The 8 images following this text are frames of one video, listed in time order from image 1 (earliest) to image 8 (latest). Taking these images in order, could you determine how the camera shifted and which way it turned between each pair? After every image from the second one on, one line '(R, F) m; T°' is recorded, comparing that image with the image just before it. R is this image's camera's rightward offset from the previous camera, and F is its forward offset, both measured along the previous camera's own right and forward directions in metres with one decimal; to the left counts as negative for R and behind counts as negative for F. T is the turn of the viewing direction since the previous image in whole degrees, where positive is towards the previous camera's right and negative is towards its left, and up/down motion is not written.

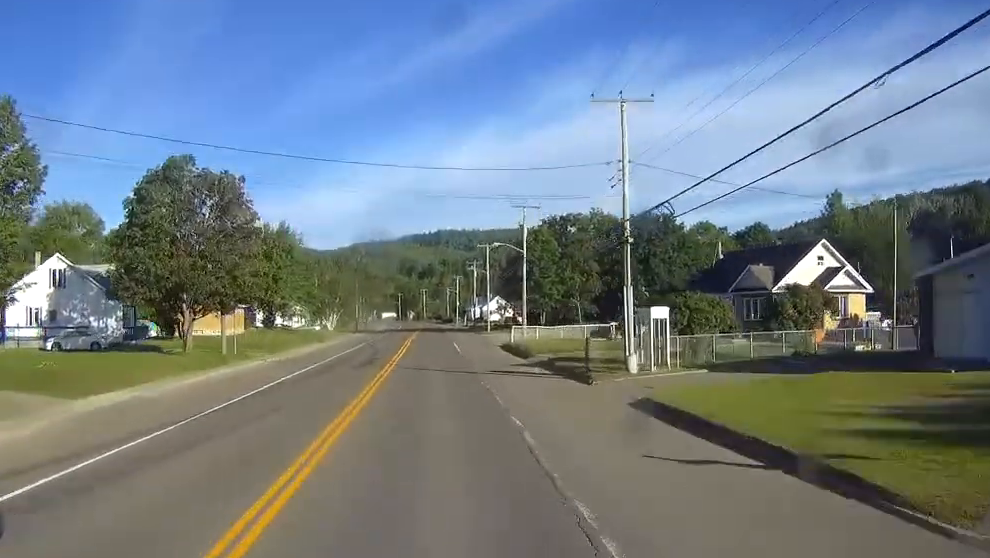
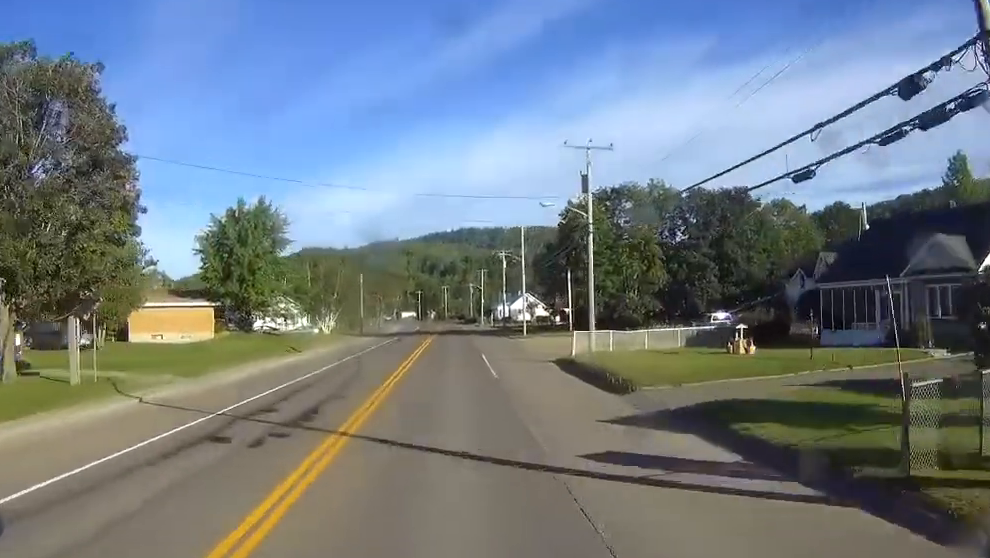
(-0.3, +22.1) m; -2°
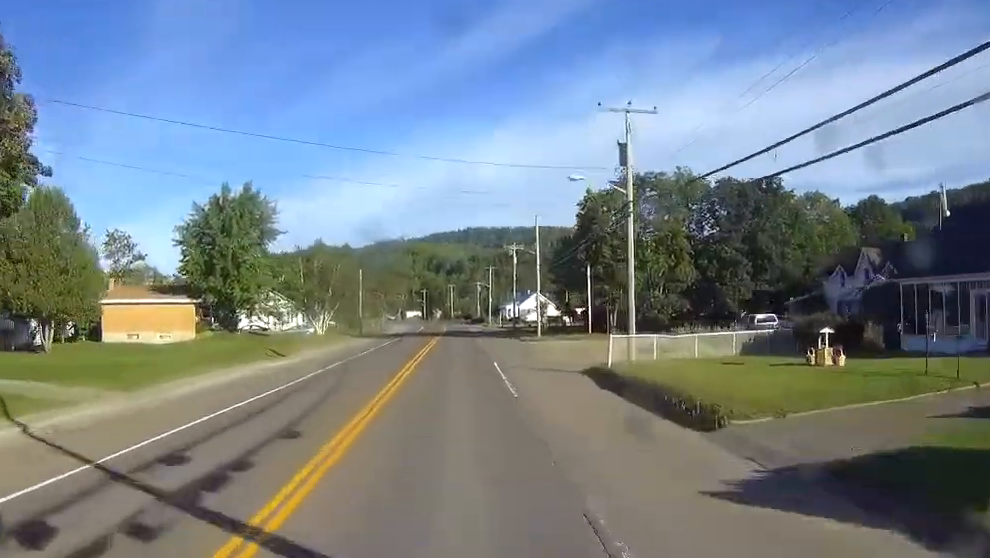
(0.0, +8.0) m; -1°
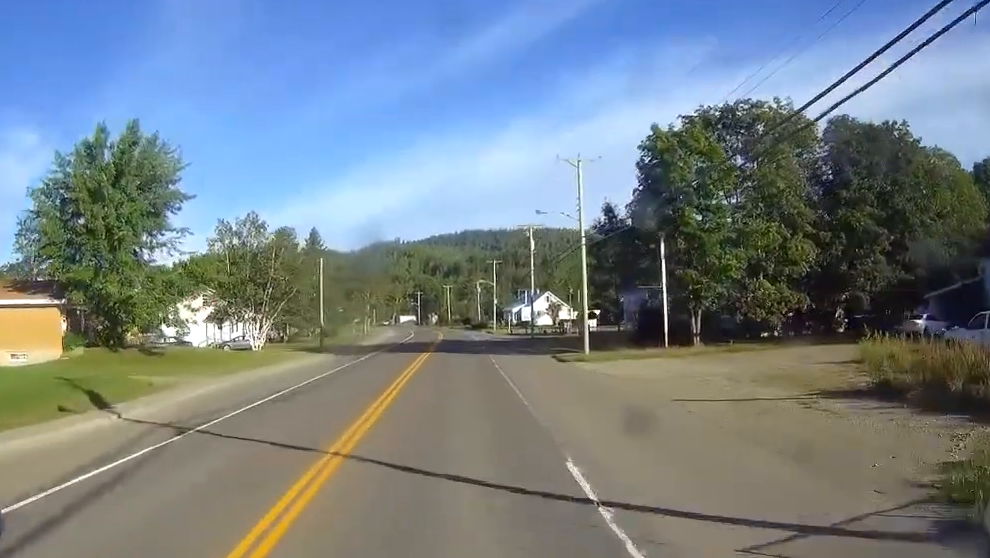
(-0.5, +26.8) m; -1°
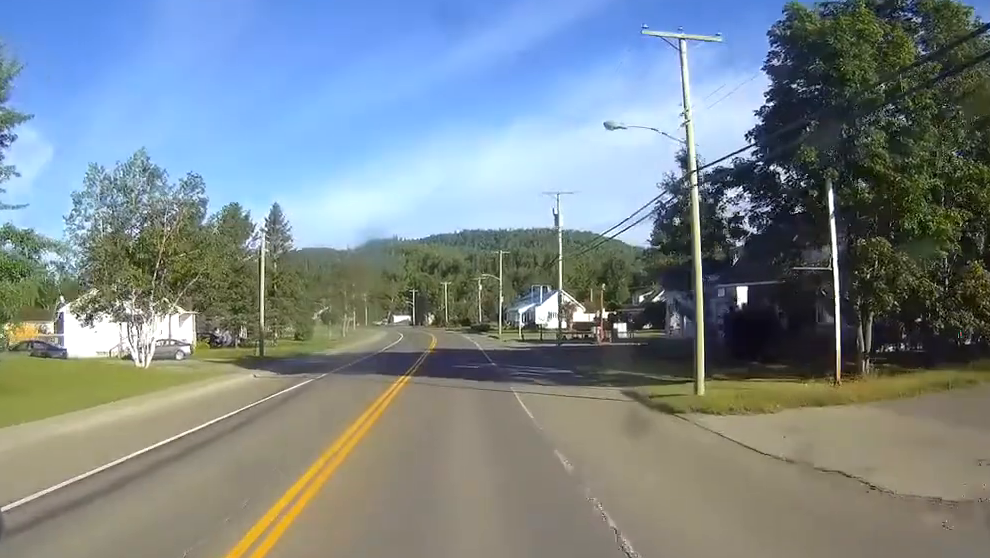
(0.0, +21.4) m; 0°
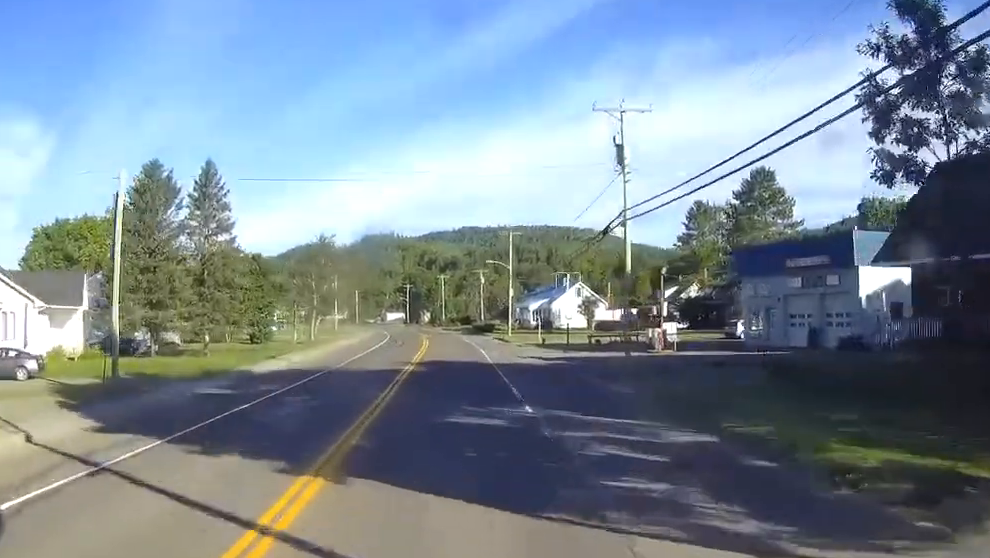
(0.0, +22.0) m; 0°
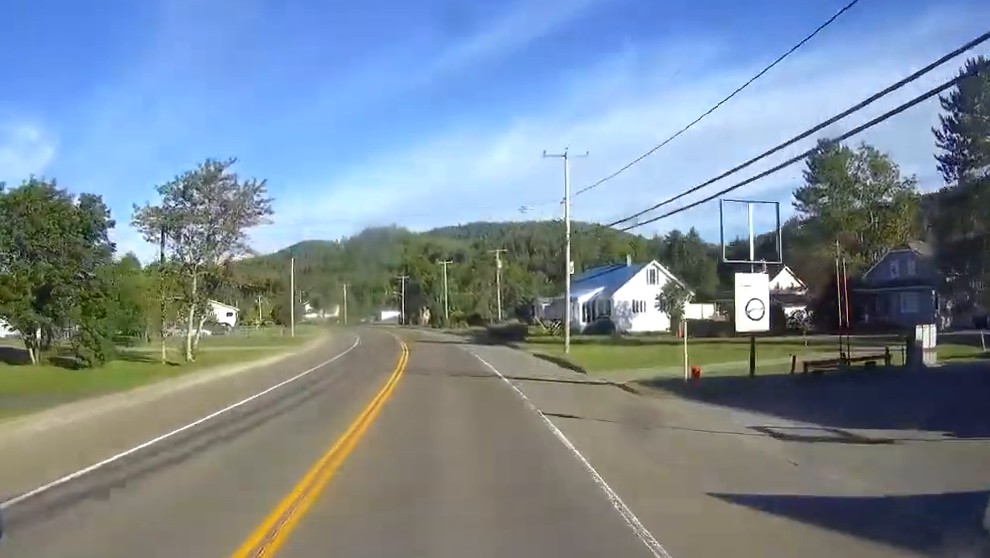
(-0.2, +40.1) m; -1°
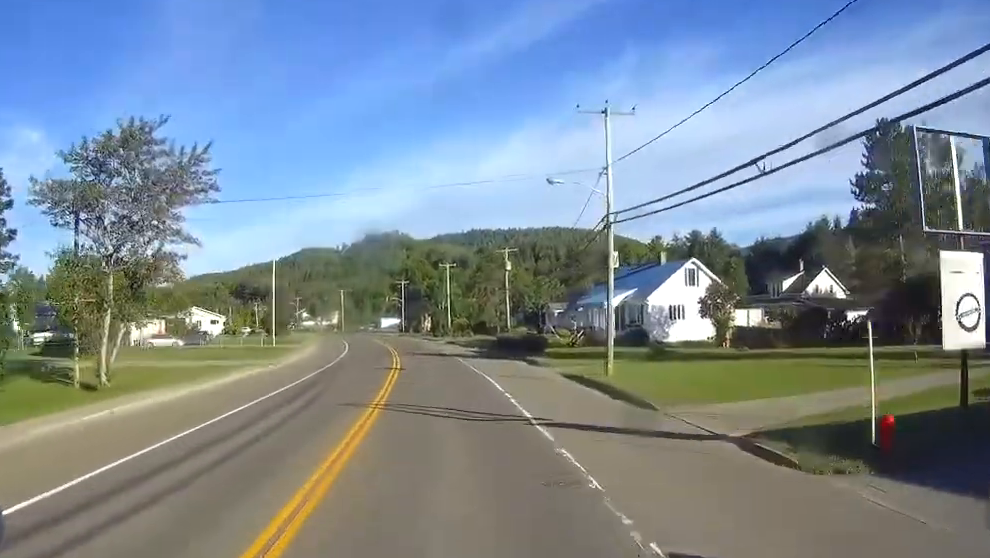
(0.0, +11.4) m; 0°
